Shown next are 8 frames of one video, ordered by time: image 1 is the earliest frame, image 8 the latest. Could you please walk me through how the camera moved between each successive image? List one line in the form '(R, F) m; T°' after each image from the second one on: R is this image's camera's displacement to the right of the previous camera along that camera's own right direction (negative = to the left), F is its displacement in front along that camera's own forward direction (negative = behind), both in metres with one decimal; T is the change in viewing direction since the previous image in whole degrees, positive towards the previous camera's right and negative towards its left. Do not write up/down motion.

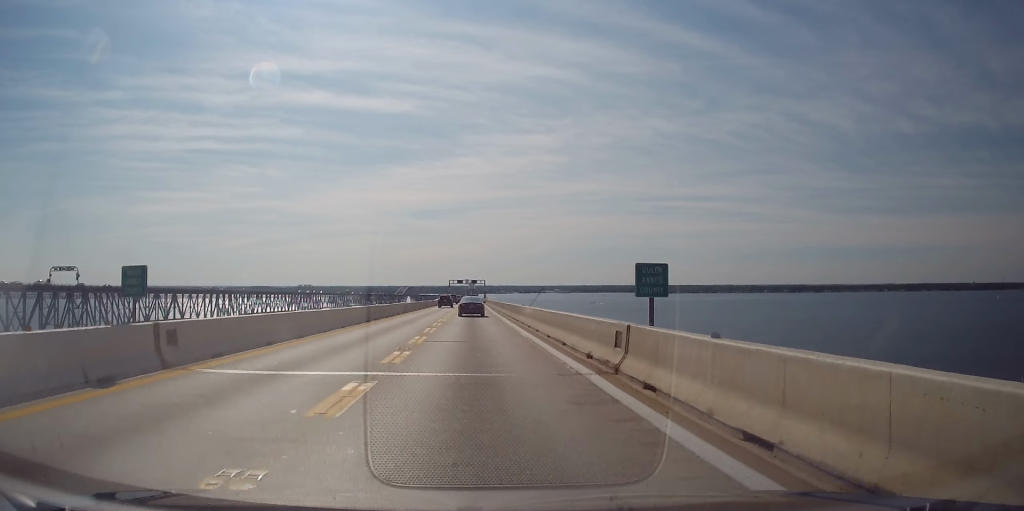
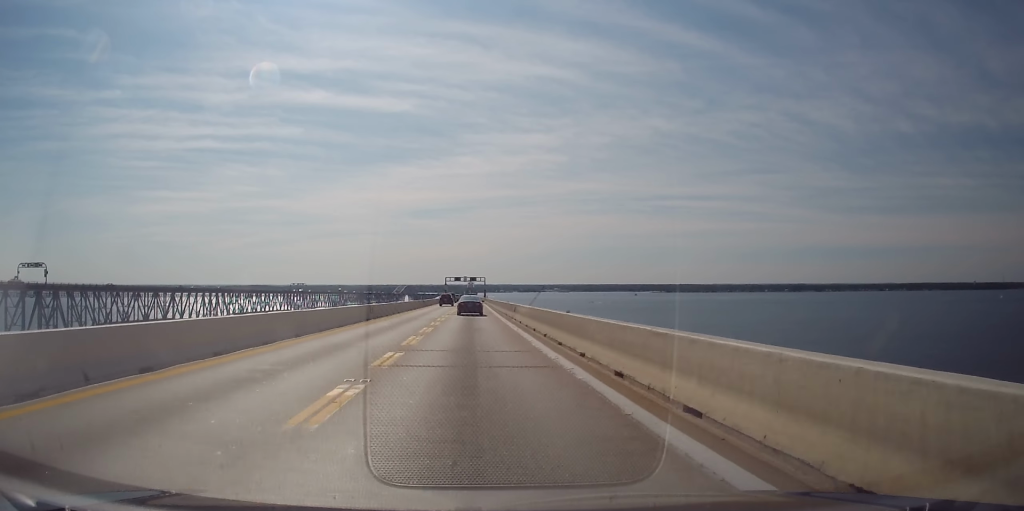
(-0.2, +18.4) m; -1°
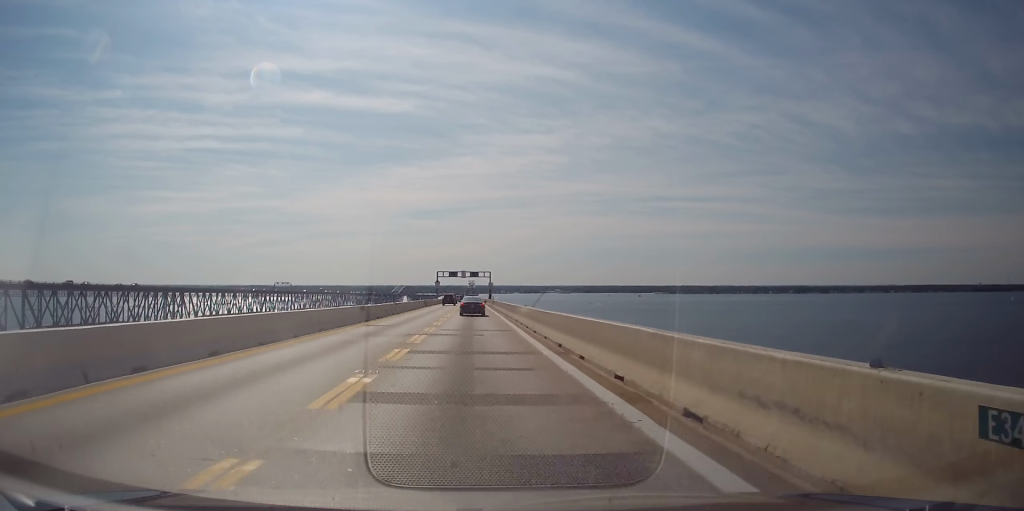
(0.0, +46.2) m; 0°
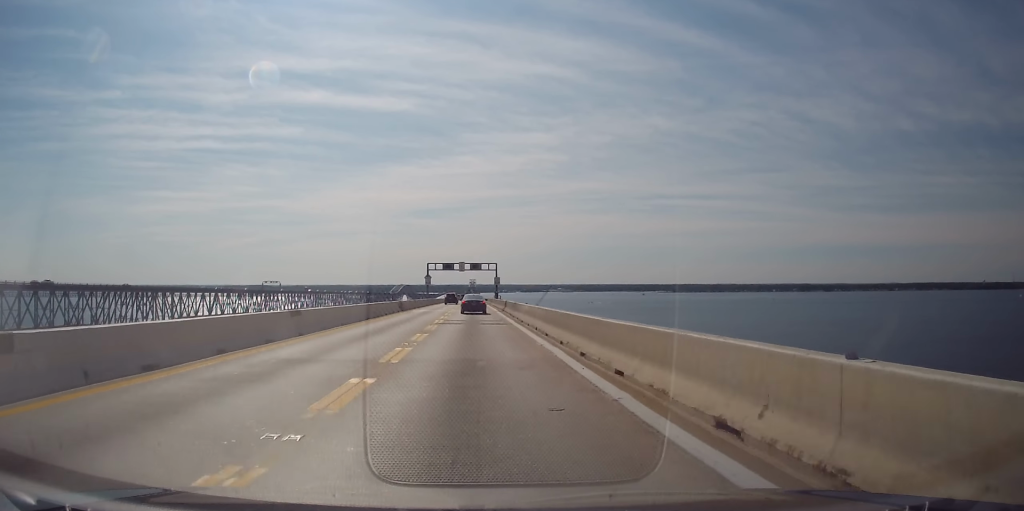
(-0.1, +30.0) m; 0°
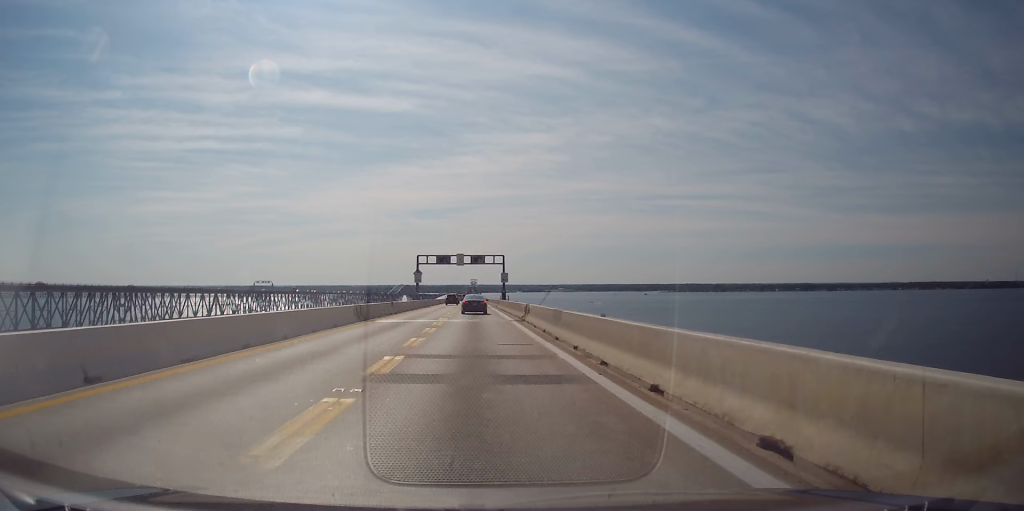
(0.0, +20.4) m; 0°
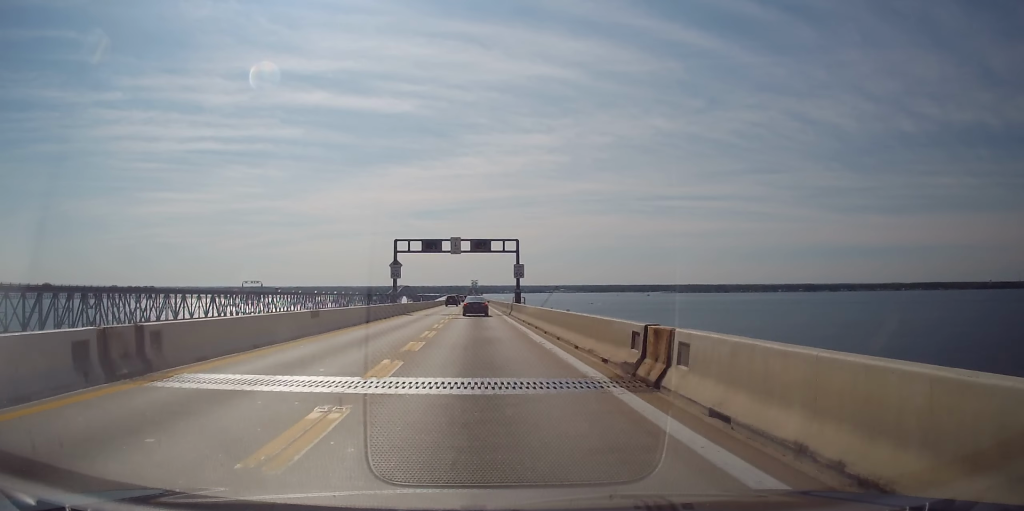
(0.0, +24.1) m; 0°
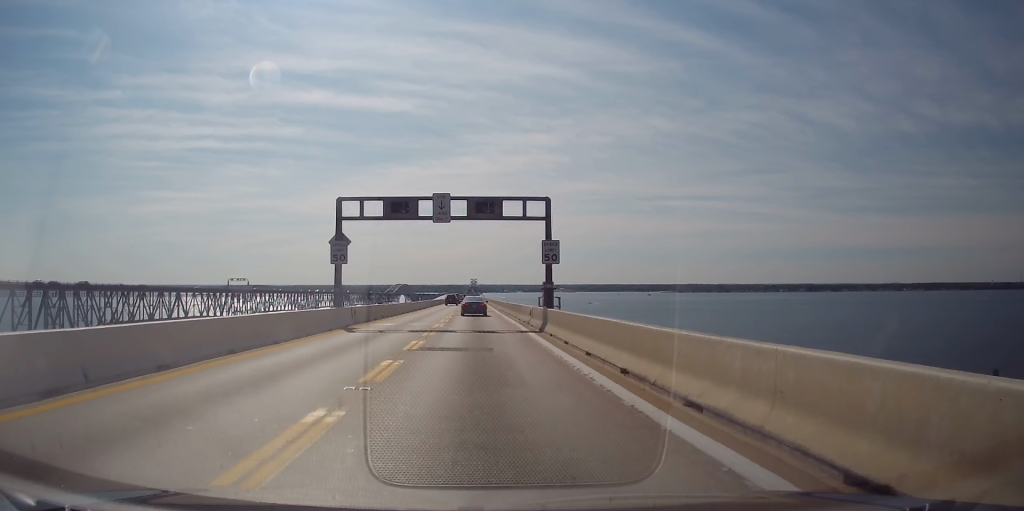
(0.0, +23.9) m; 0°
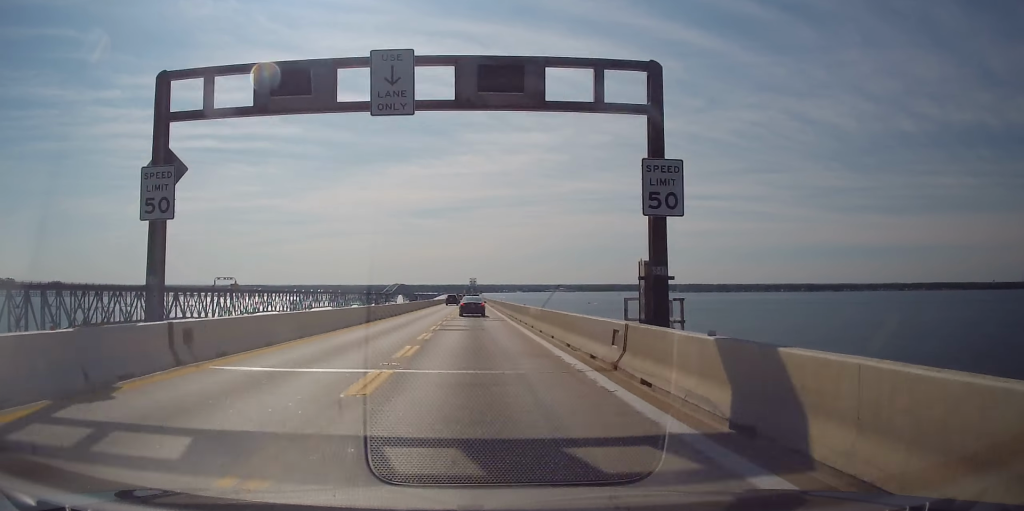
(0.0, +20.0) m; 0°
